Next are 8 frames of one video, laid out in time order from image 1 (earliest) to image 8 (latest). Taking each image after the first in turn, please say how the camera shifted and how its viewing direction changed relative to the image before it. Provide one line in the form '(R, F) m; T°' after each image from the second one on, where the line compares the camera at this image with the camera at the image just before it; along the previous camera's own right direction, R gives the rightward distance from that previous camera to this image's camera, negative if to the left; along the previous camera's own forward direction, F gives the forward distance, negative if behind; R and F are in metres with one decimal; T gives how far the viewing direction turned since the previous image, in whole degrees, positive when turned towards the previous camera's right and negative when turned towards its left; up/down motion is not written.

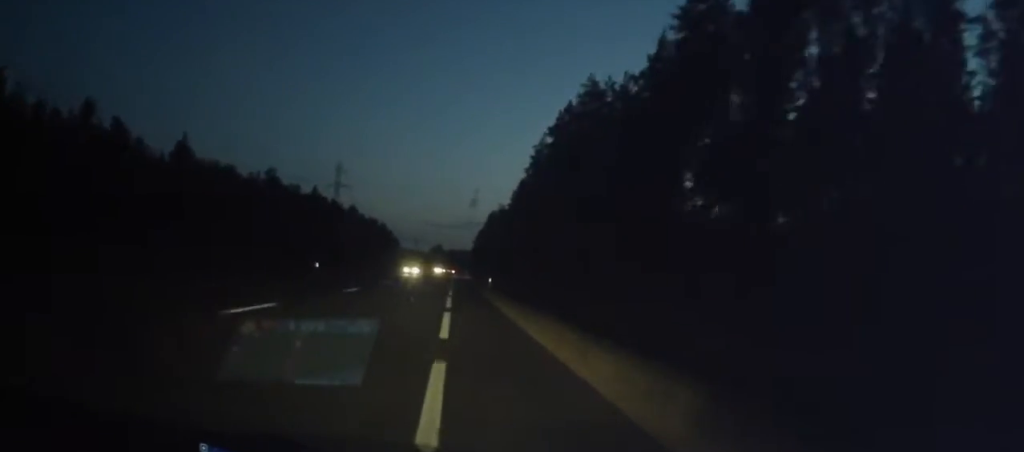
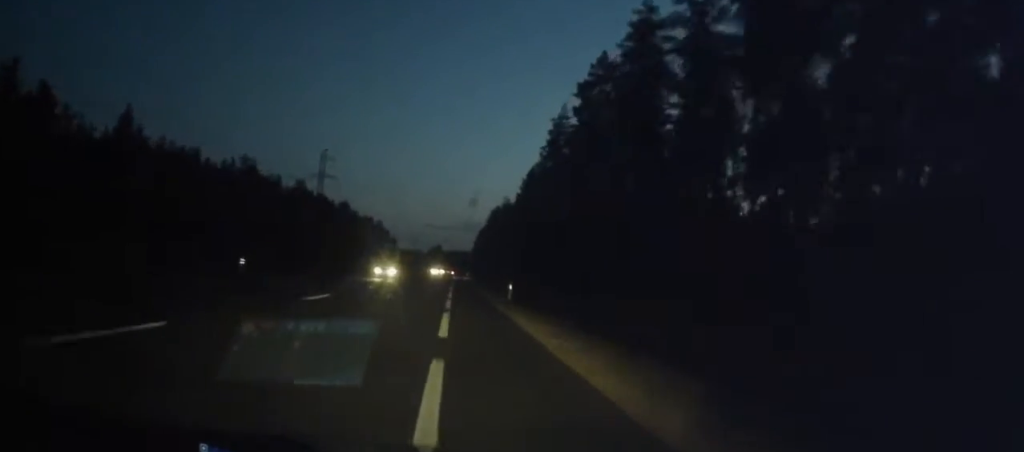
(0.0, +17.5) m; 0°
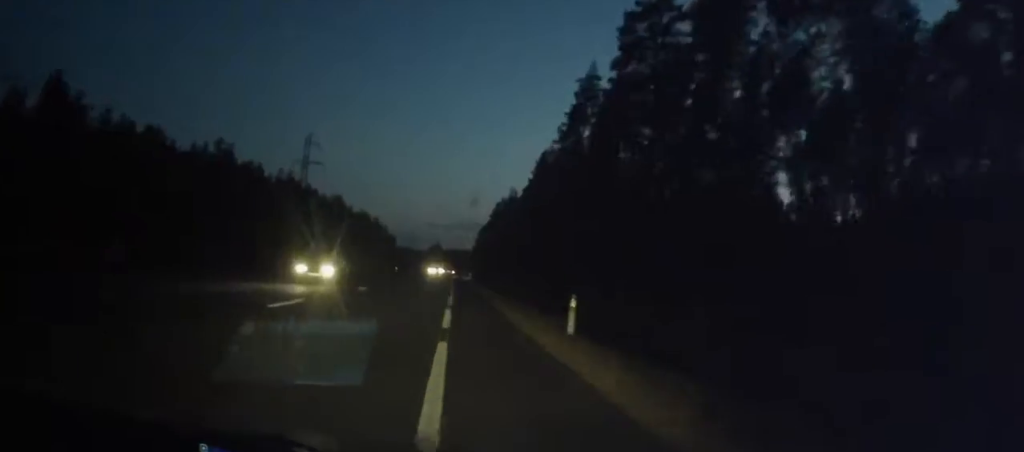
(+0.1, +15.6) m; 0°
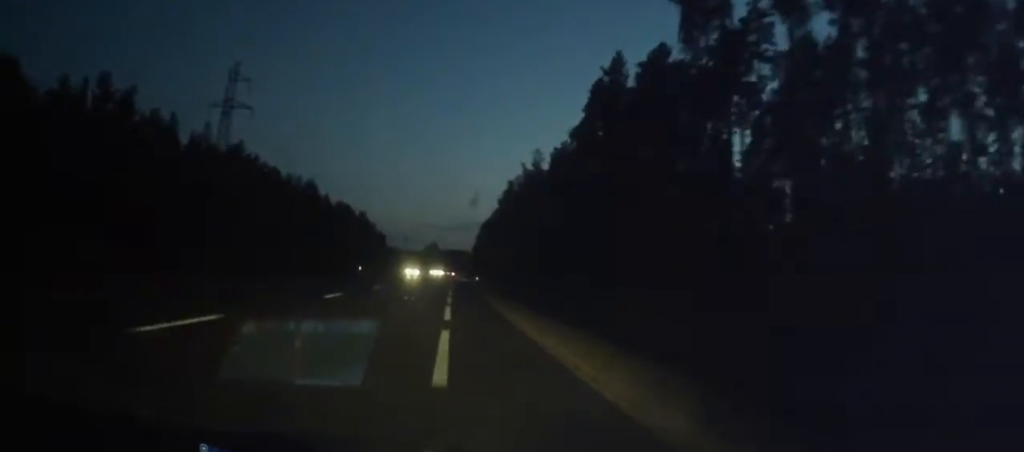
(-0.5, +42.4) m; -1°
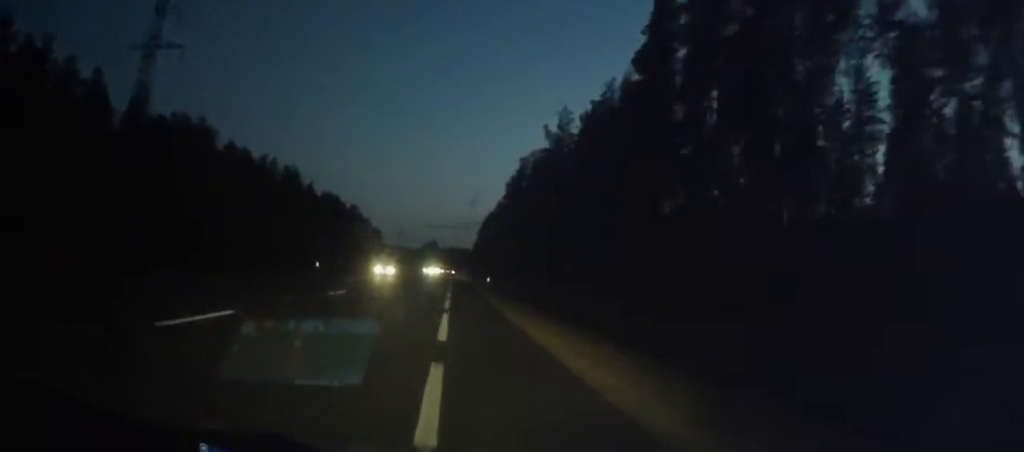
(-0.1, +22.7) m; 0°
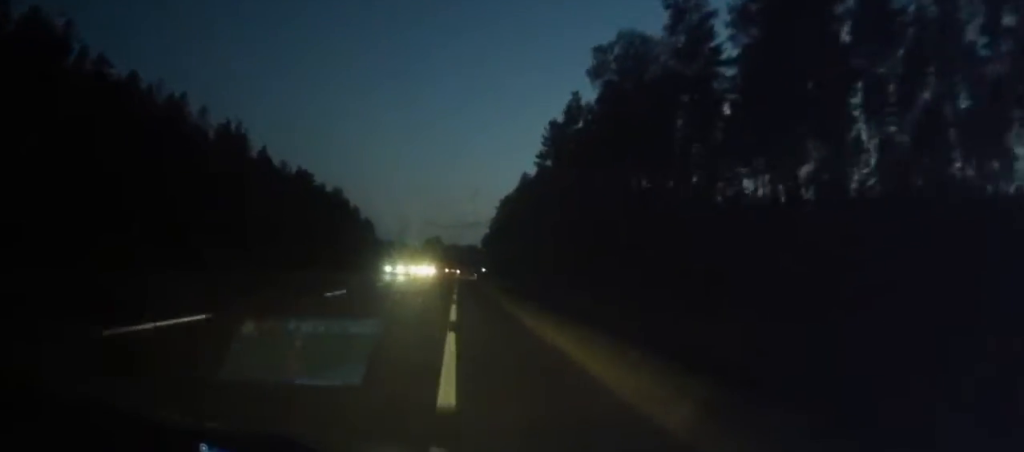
(+0.3, +49.6) m; +1°
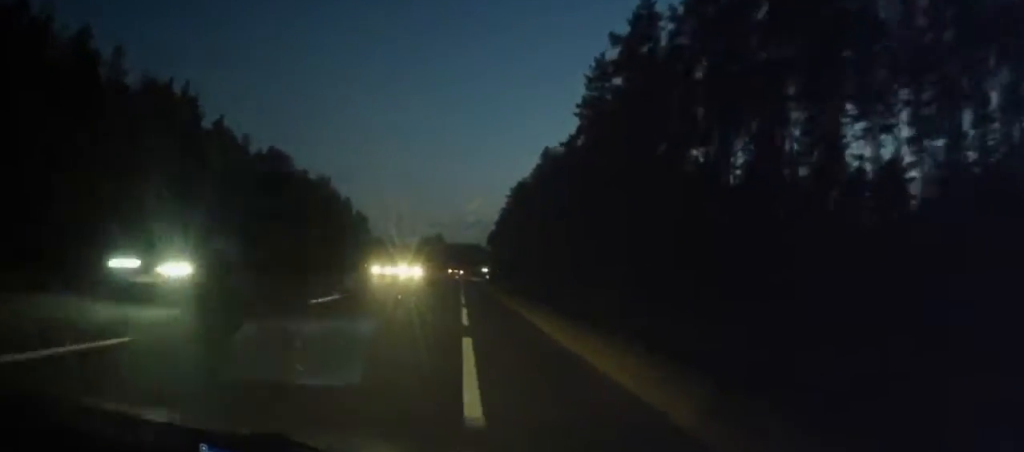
(+0.2, +27.0) m; 0°
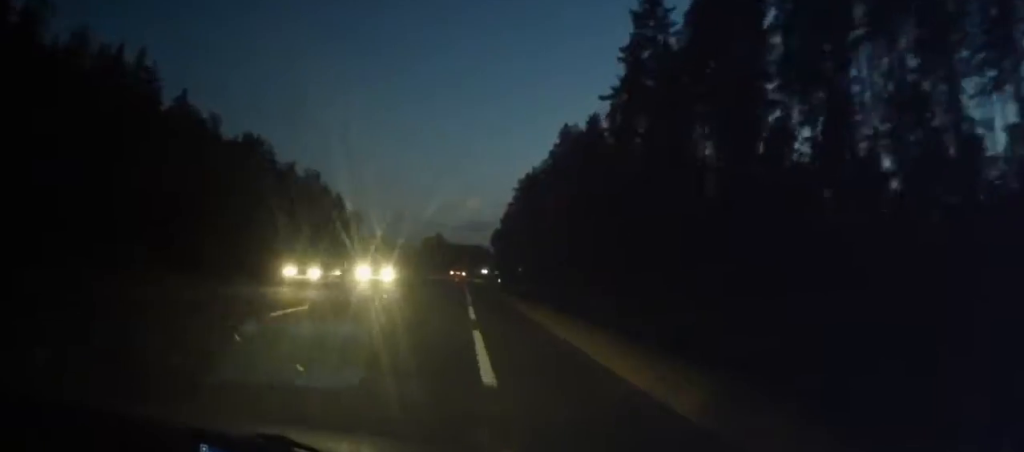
(0.0, +16.0) m; 0°
